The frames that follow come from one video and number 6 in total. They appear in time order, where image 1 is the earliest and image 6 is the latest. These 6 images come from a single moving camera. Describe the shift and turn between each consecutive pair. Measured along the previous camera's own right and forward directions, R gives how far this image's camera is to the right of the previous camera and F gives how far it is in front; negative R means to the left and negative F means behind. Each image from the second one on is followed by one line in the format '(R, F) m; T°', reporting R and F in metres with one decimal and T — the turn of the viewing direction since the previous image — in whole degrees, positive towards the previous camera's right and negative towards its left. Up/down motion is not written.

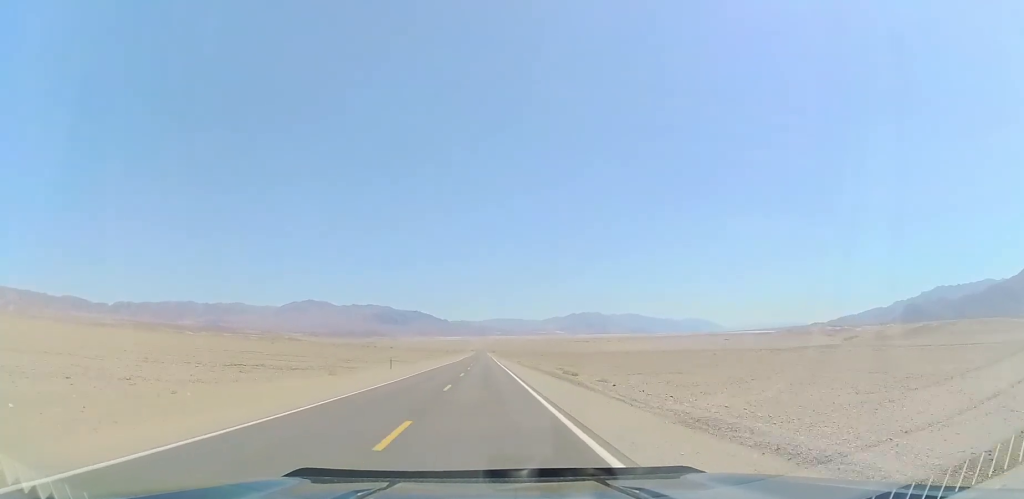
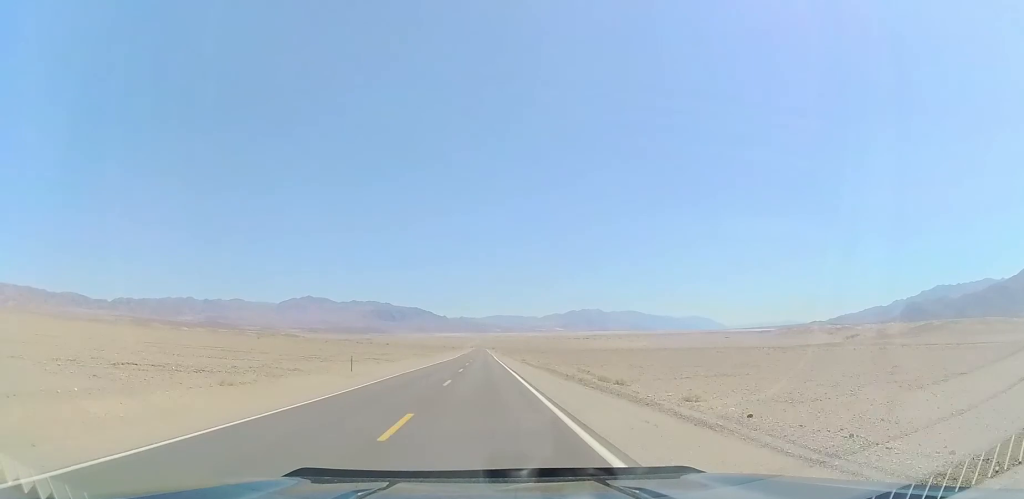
(+0.1, +14.0) m; 0°
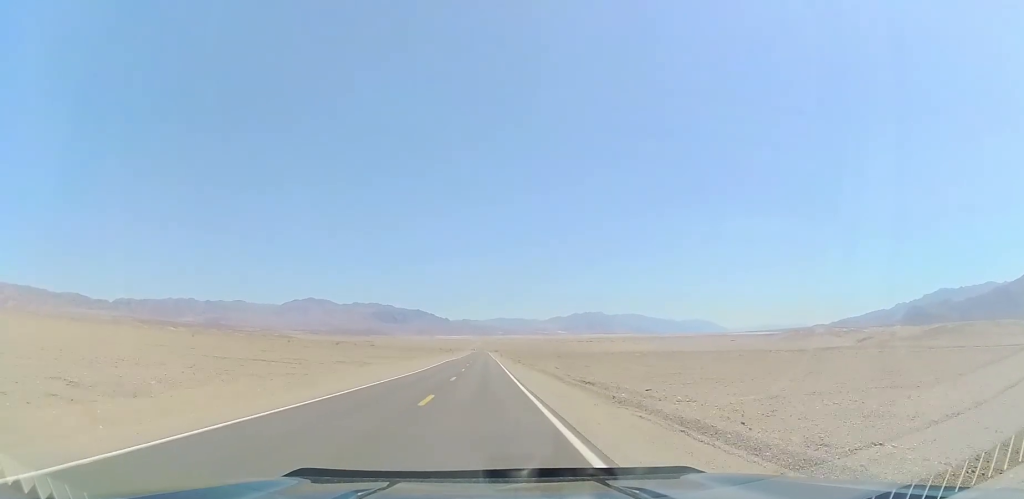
(+0.1, +51.9) m; 0°
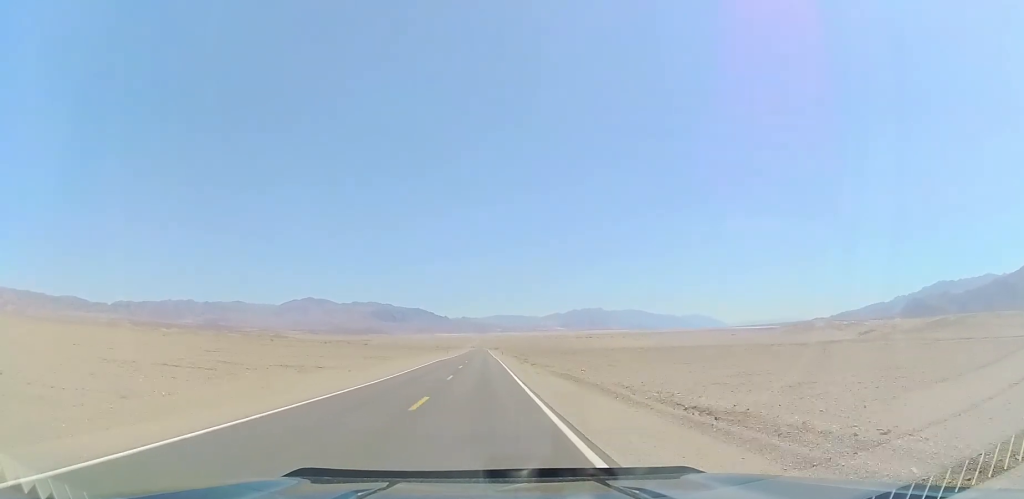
(+0.1, +16.2) m; 0°
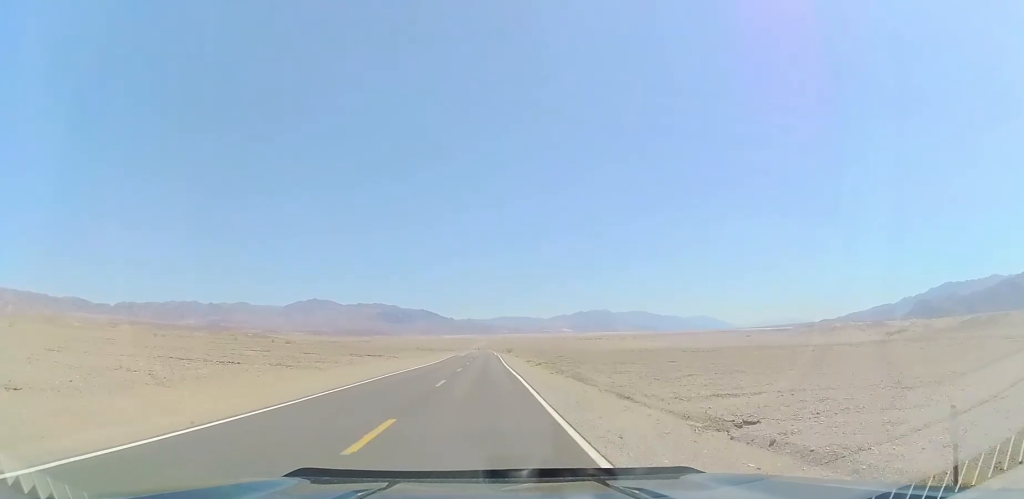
(-0.9, +125.4) m; -1°
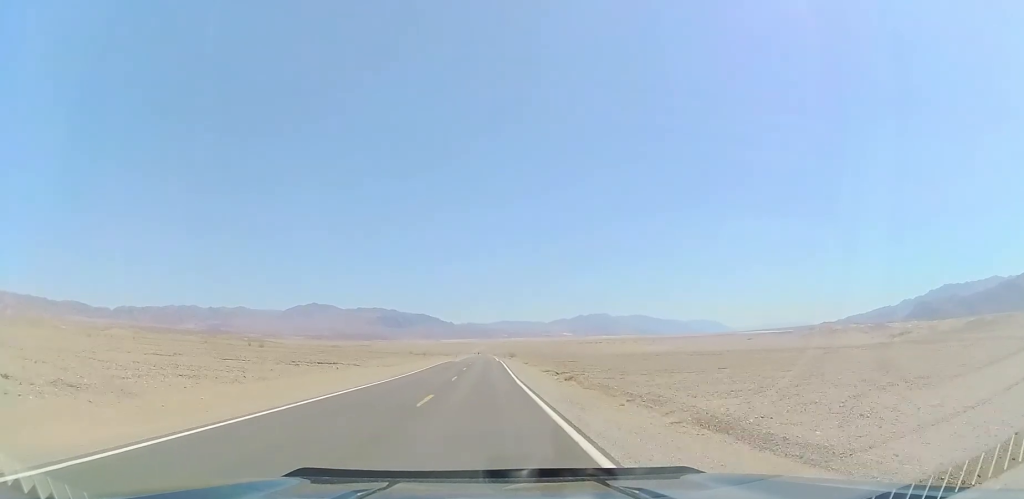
(0.0, +21.3) m; 0°
